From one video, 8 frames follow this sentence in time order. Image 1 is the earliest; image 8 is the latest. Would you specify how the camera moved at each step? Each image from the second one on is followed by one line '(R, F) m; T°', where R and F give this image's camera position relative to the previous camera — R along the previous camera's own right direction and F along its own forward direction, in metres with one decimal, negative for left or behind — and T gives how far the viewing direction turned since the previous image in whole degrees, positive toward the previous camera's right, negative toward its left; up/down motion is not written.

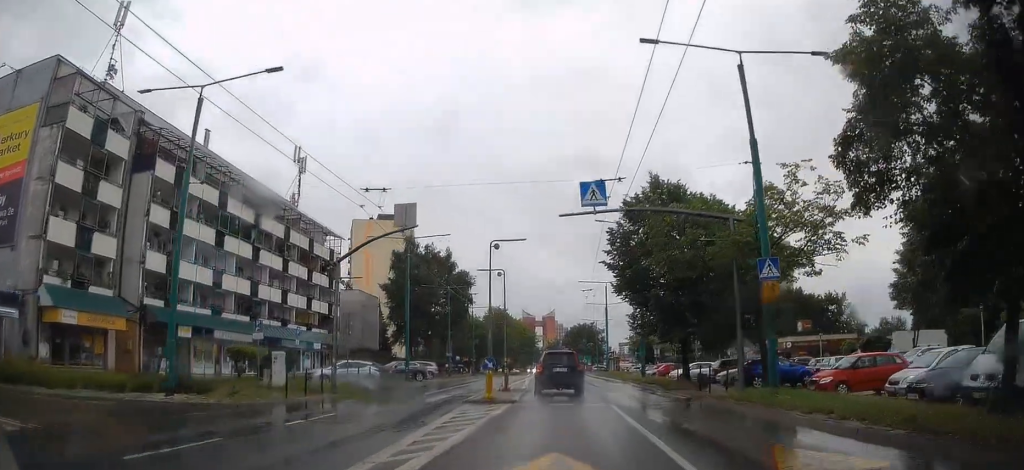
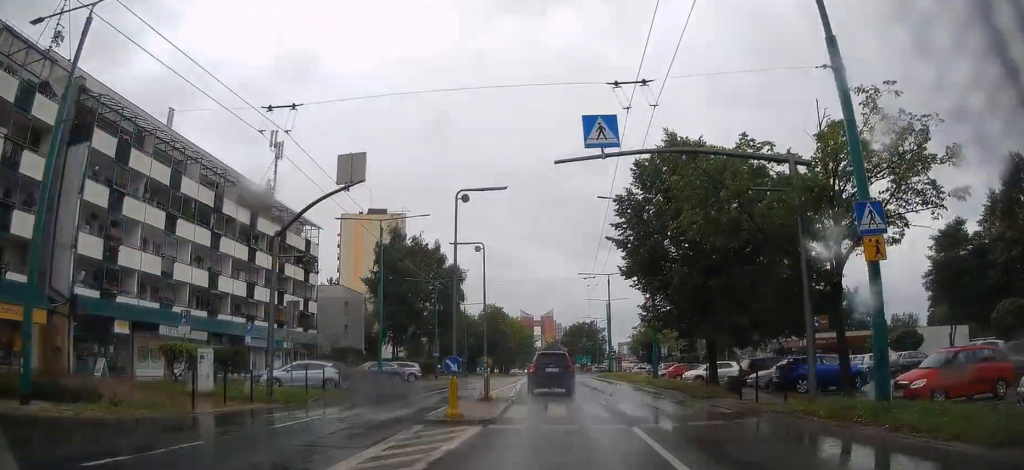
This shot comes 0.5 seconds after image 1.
(+0.1, +6.3) m; -1°
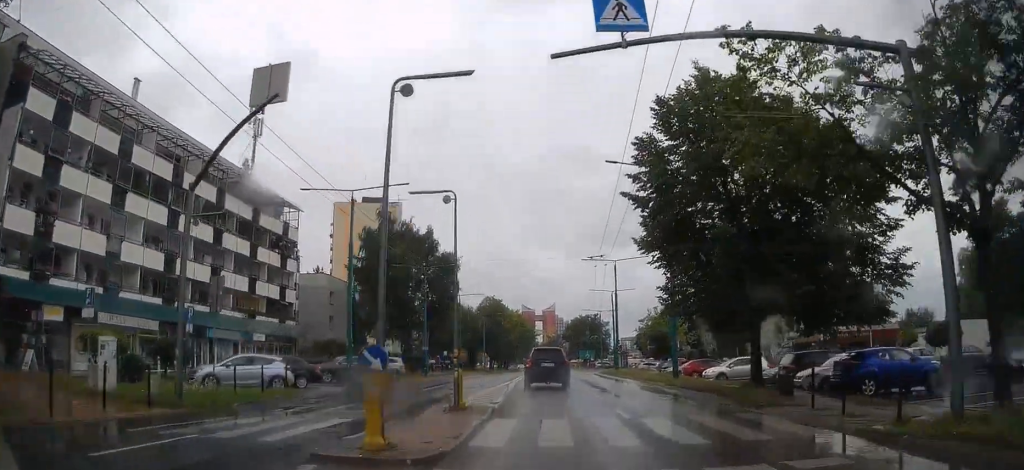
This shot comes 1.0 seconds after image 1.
(0.0, +6.0) m; -1°
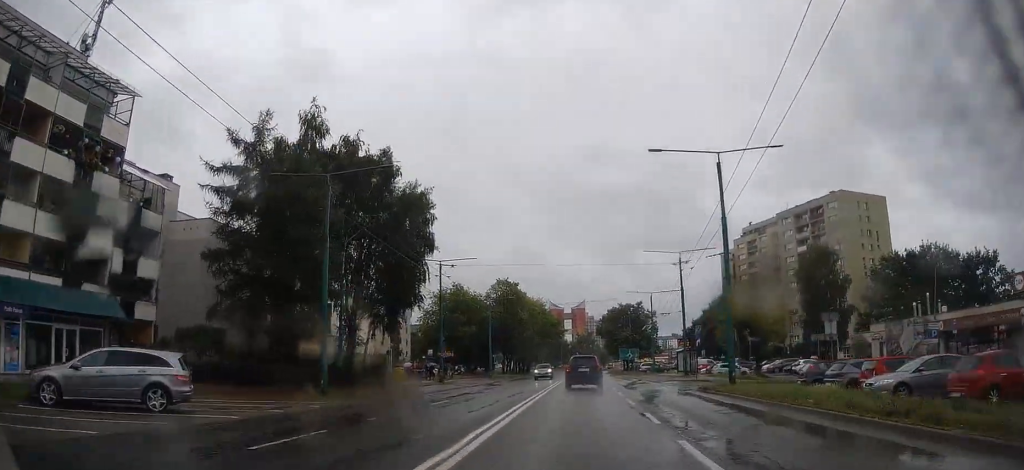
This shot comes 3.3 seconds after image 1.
(-0.8, +31.5) m; -2°
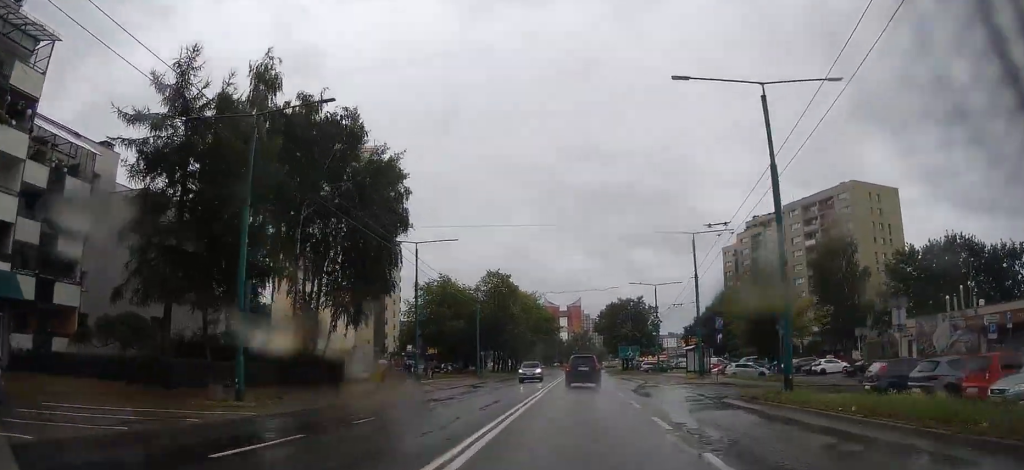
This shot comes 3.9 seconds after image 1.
(-0.1, +7.4) m; 0°
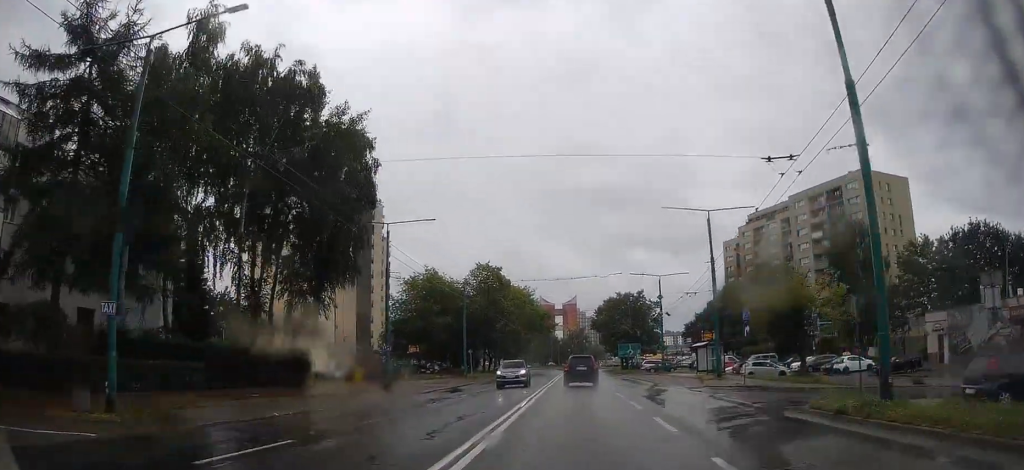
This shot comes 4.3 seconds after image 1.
(+0.1, +6.6) m; +1°
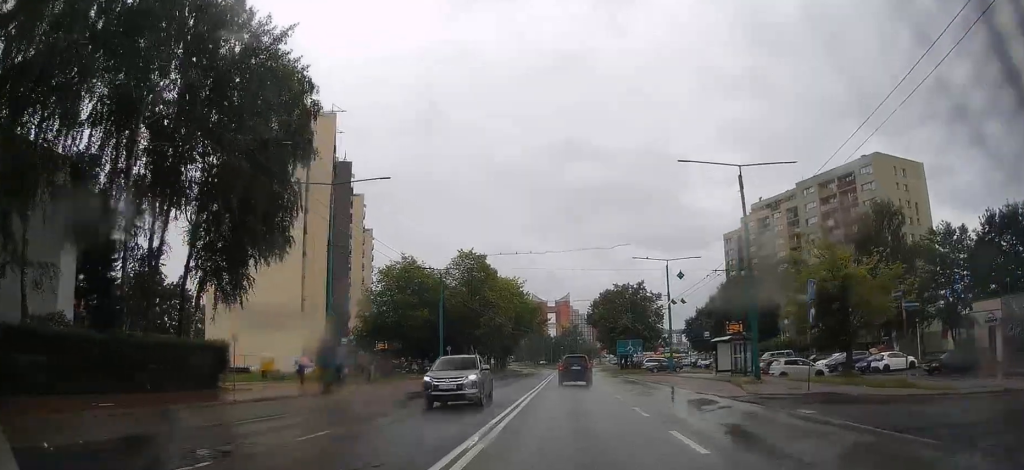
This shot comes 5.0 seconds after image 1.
(+0.1, +9.0) m; +1°
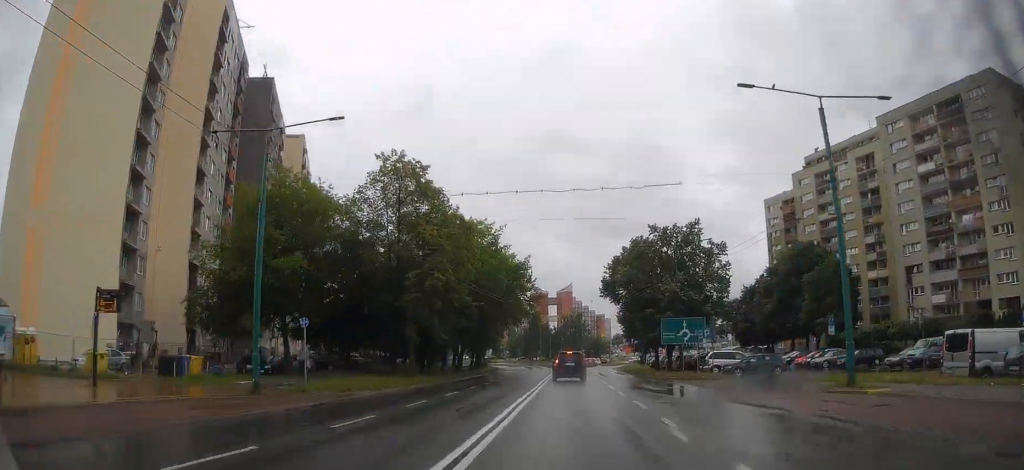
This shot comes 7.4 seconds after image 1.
(+0.6, +33.6) m; +2°
